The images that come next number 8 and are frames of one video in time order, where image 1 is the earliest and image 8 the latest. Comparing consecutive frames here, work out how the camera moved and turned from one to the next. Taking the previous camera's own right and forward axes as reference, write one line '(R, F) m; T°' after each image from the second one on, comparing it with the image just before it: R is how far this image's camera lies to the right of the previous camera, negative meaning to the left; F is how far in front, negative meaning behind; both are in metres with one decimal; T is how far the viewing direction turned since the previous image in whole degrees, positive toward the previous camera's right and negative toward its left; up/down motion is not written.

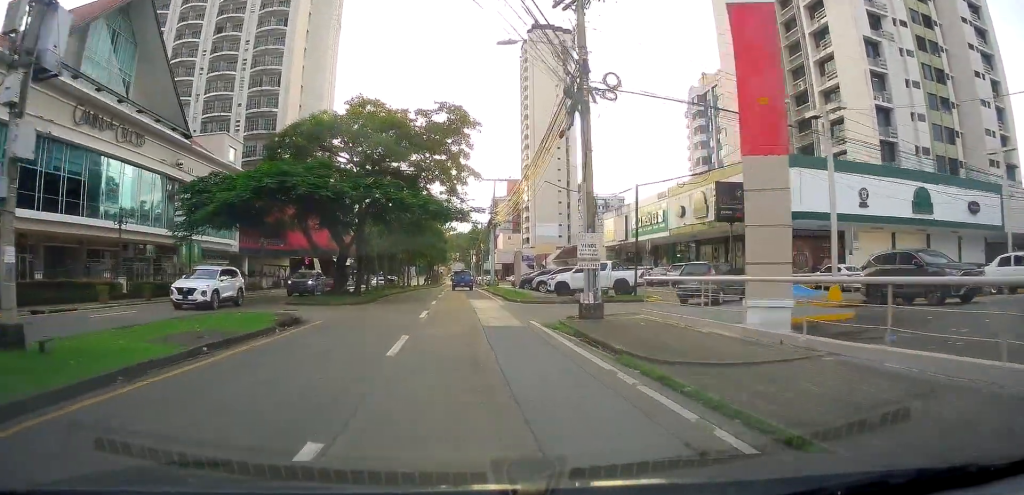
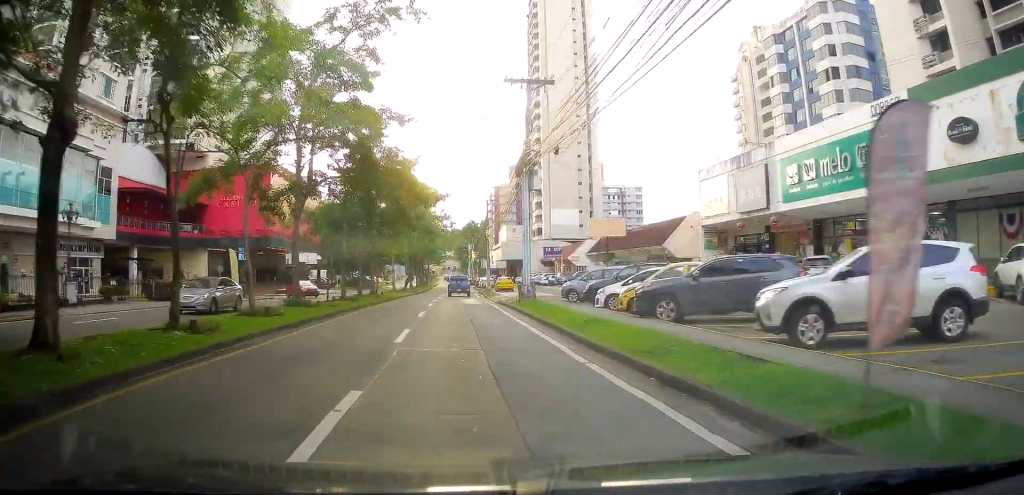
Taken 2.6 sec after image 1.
(+1.4, +29.5) m; +3°
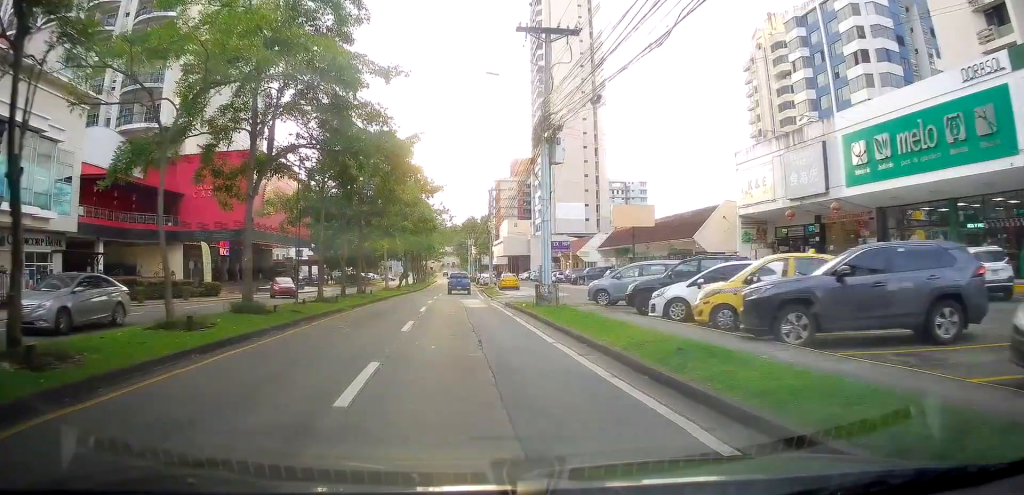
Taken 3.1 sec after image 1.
(+0.1, +5.9) m; -2°
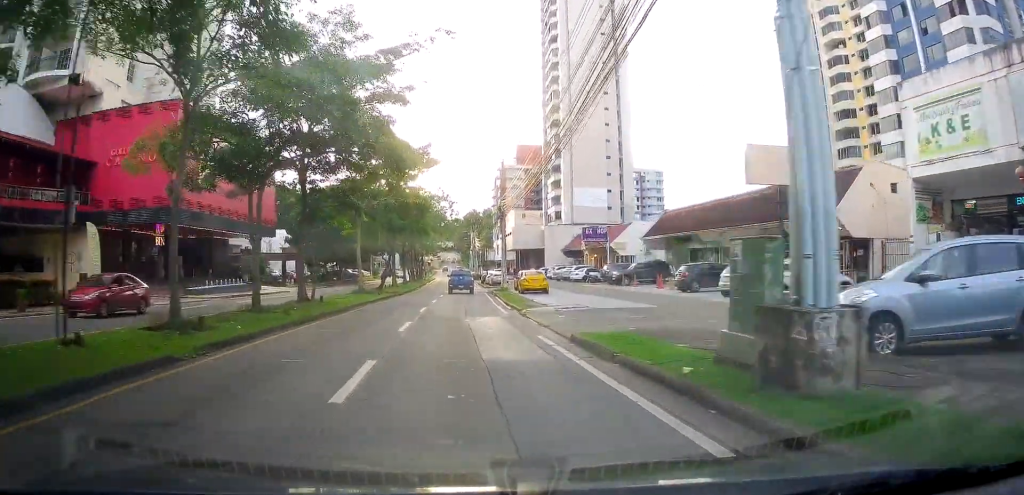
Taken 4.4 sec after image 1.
(-0.6, +15.7) m; 0°
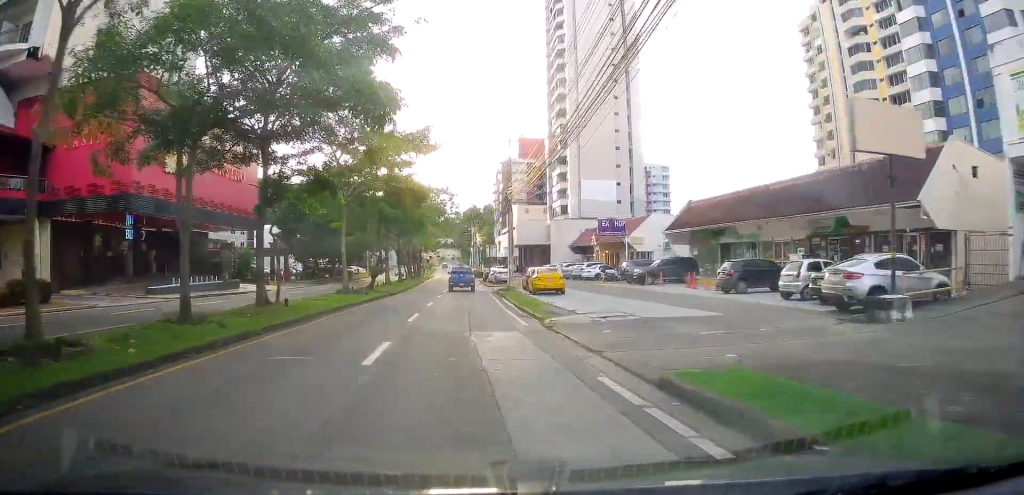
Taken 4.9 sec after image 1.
(+0.1, +5.5) m; +2°
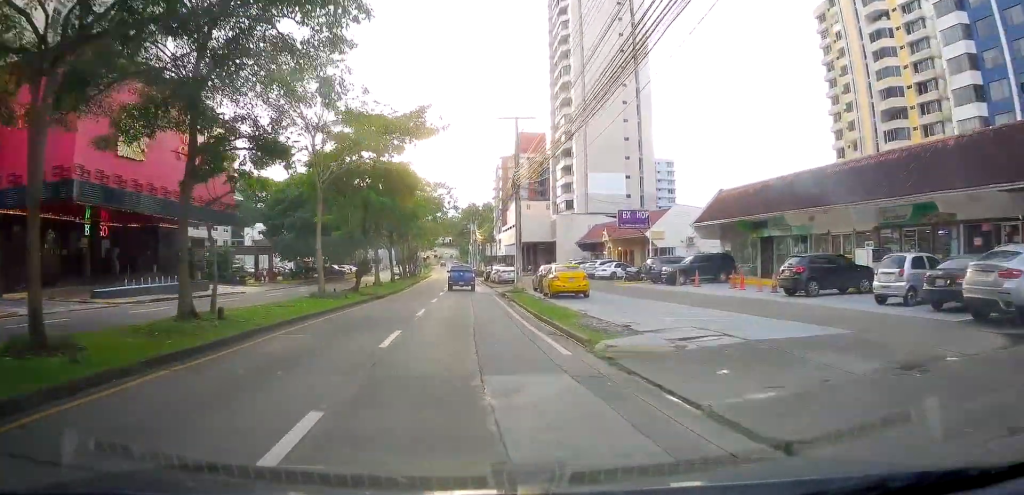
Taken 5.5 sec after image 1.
(+0.2, +6.0) m; +1°
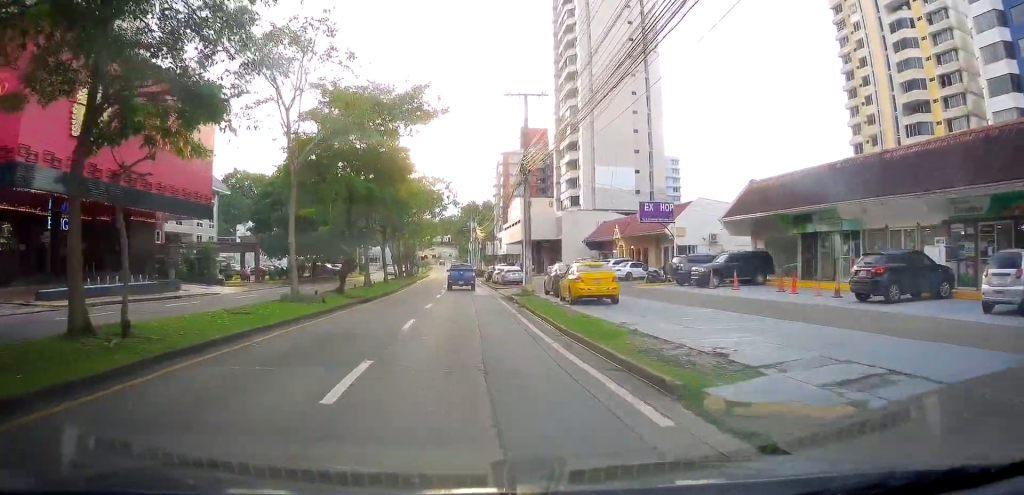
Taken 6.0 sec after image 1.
(+0.2, +4.7) m; 0°
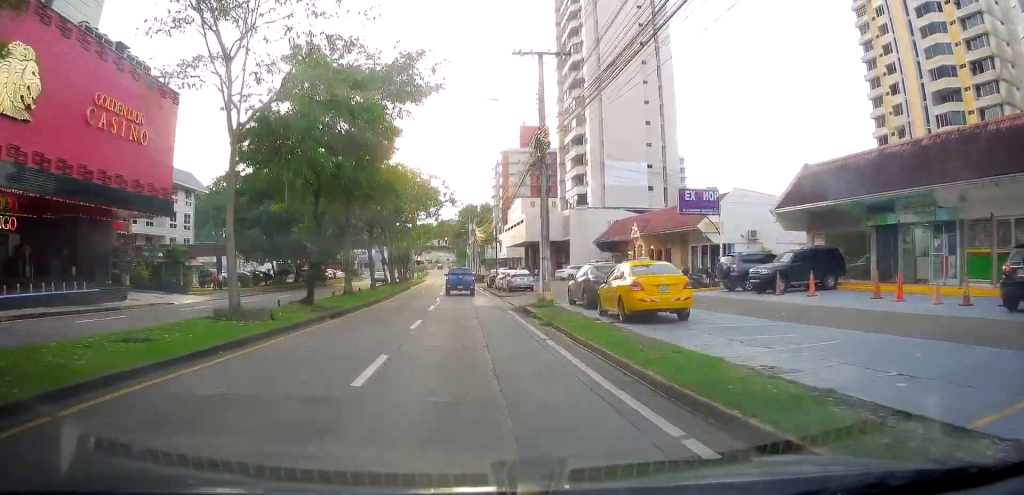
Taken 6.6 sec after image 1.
(-0.2, +6.5) m; -2°
